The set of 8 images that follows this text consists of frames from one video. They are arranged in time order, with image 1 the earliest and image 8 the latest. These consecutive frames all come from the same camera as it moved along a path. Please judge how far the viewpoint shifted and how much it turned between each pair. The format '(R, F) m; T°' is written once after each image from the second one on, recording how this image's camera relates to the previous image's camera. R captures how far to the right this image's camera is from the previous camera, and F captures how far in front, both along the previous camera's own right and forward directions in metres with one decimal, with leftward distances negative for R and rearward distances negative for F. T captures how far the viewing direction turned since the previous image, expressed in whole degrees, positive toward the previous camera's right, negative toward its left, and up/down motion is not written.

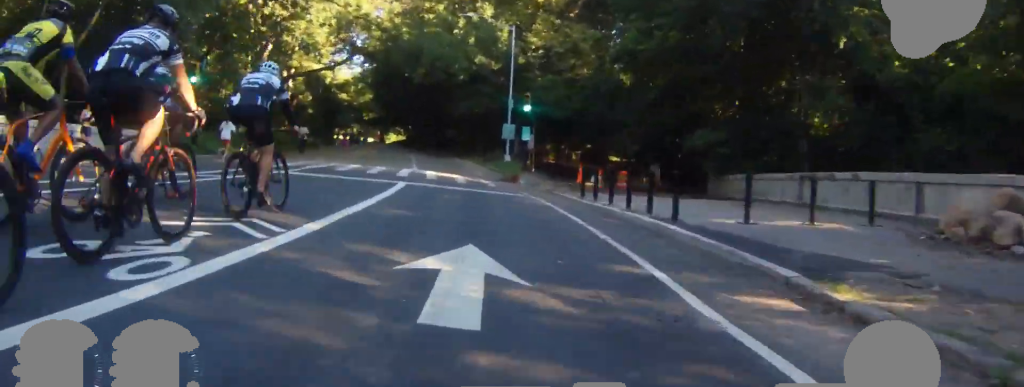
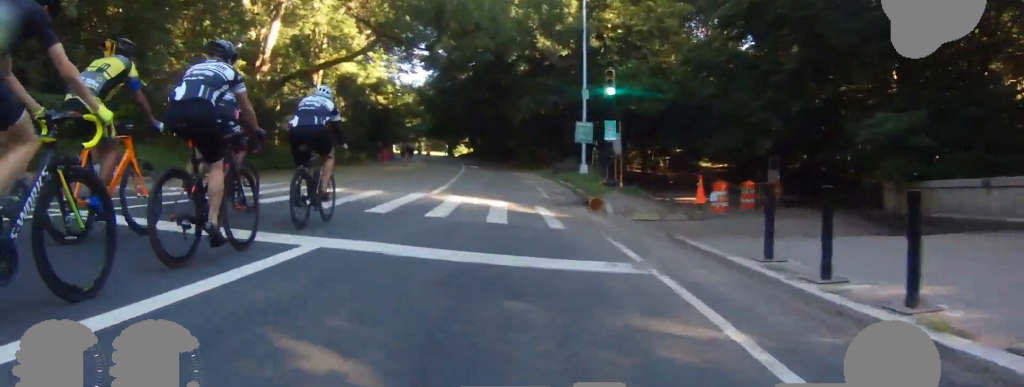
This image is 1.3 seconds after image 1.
(-1.4, +8.6) m; -8°
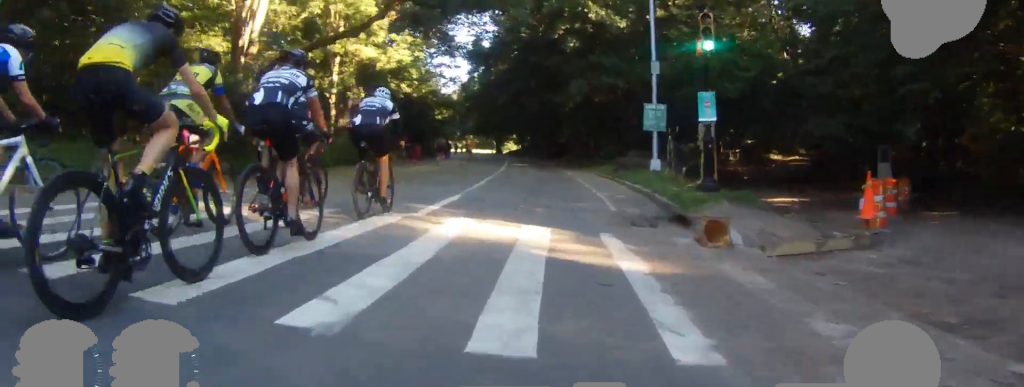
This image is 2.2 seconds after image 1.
(+0.1, +6.0) m; +2°
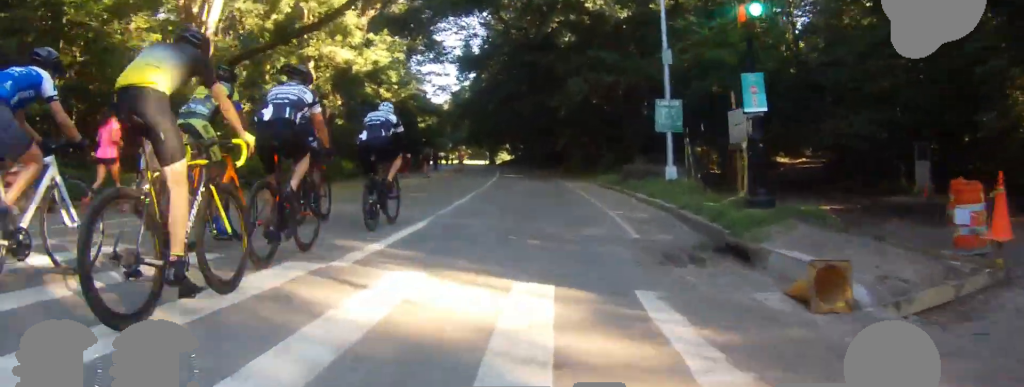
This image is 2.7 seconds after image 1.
(0.0, +3.0) m; +1°
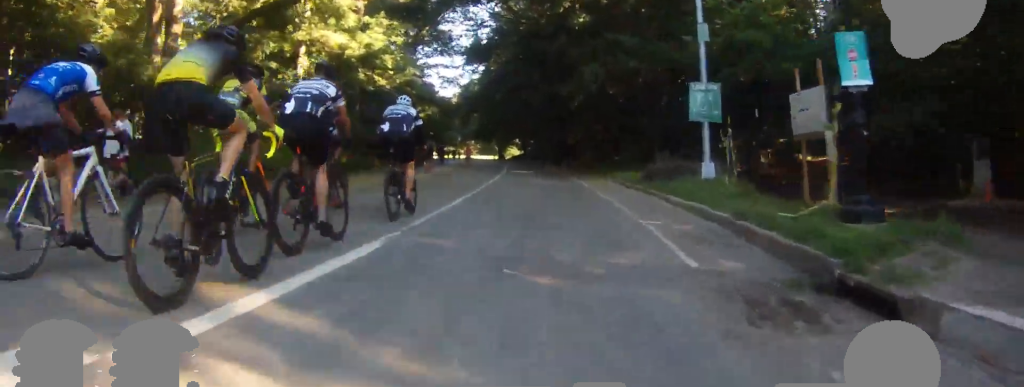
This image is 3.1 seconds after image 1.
(0.0, +2.7) m; 0°
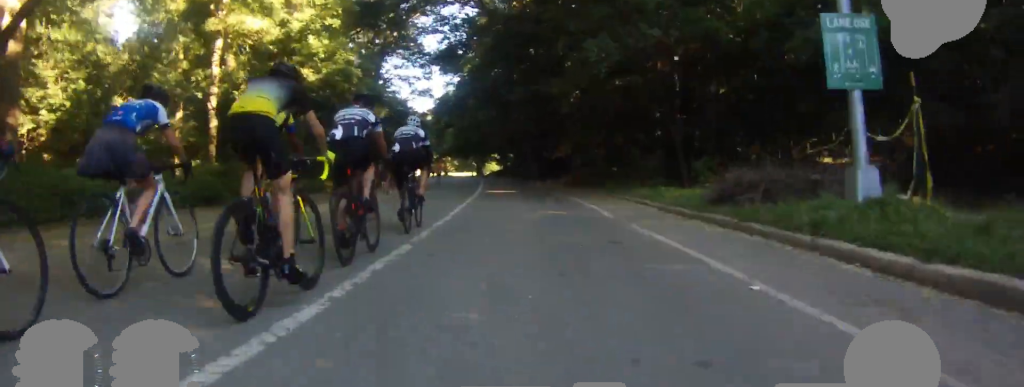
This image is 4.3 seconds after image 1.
(0.0, +7.0) m; 0°
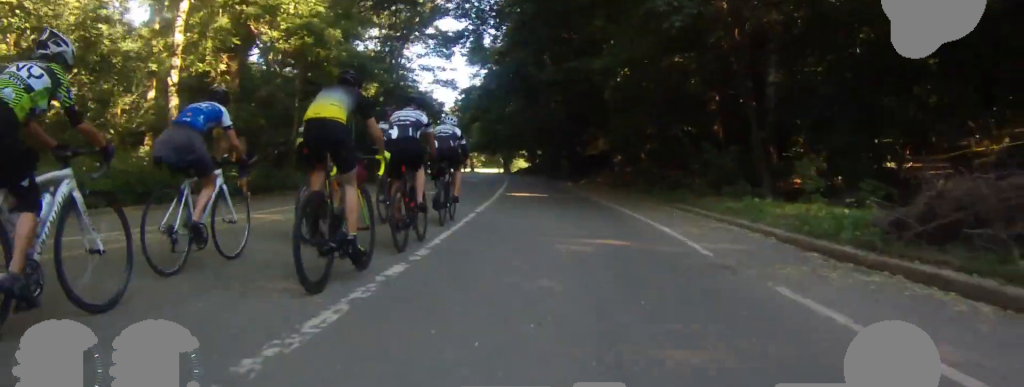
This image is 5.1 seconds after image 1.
(0.0, +4.8) m; 0°
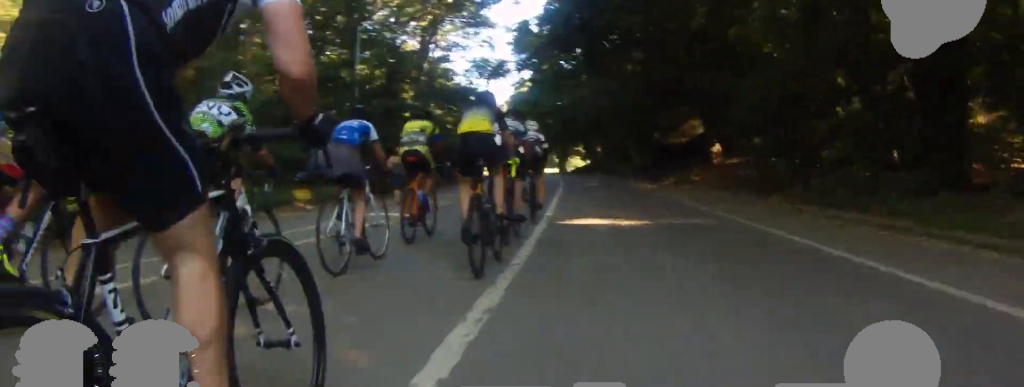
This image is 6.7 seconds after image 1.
(-0.1, +9.4) m; -2°
